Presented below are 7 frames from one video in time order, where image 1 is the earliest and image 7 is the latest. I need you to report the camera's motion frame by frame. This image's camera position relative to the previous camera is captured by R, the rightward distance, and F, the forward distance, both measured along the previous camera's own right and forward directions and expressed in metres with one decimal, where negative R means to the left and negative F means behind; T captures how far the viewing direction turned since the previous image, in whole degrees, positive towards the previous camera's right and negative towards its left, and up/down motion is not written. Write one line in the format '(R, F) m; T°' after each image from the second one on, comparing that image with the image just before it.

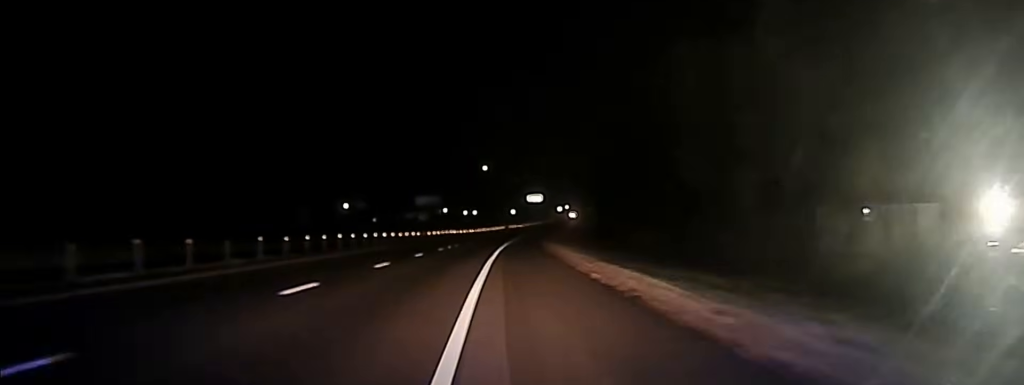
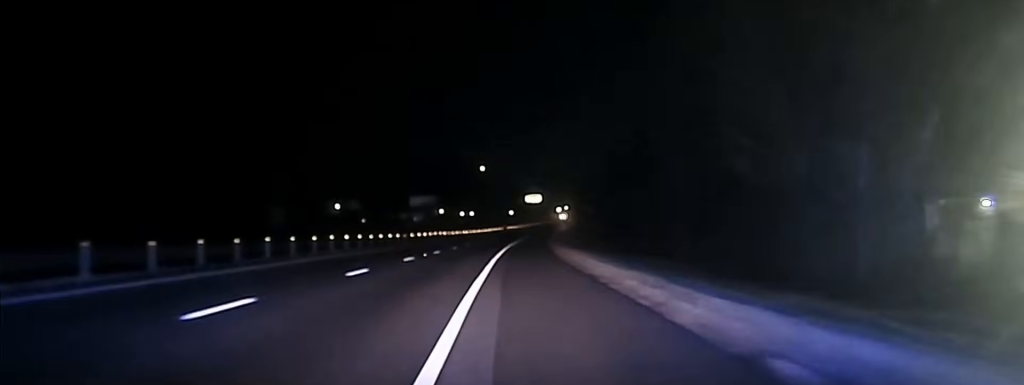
(0.0, +17.0) m; 0°
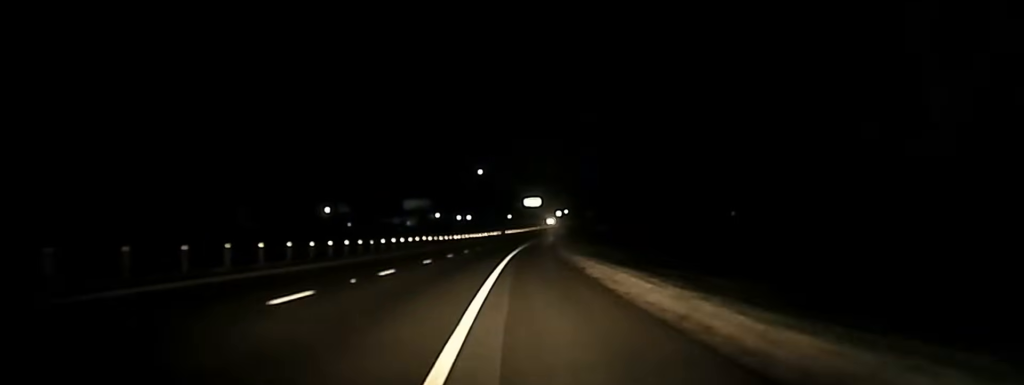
(-0.1, +20.8) m; 0°
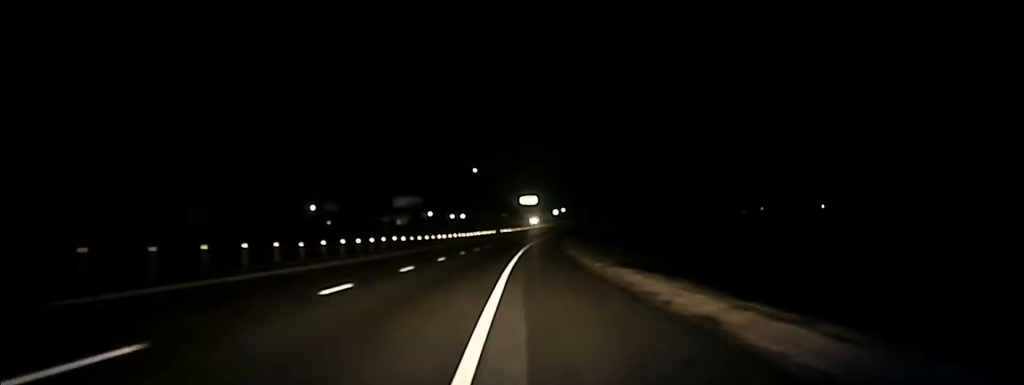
(+0.3, +22.5) m; +2°
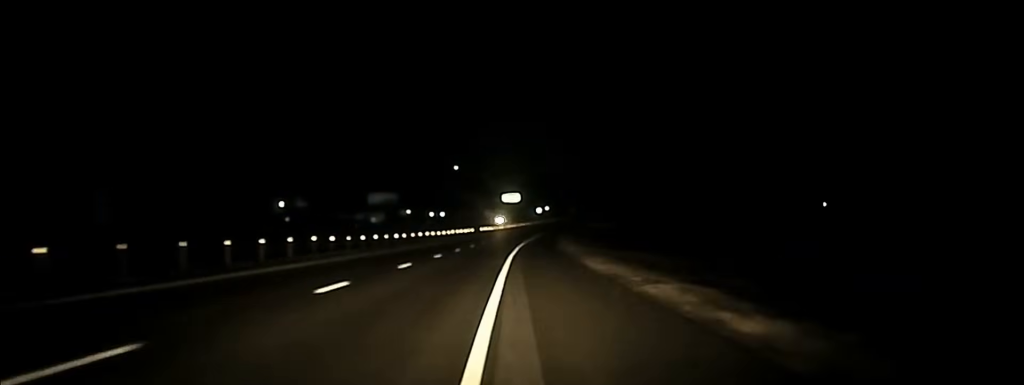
(+0.2, +24.9) m; 0°
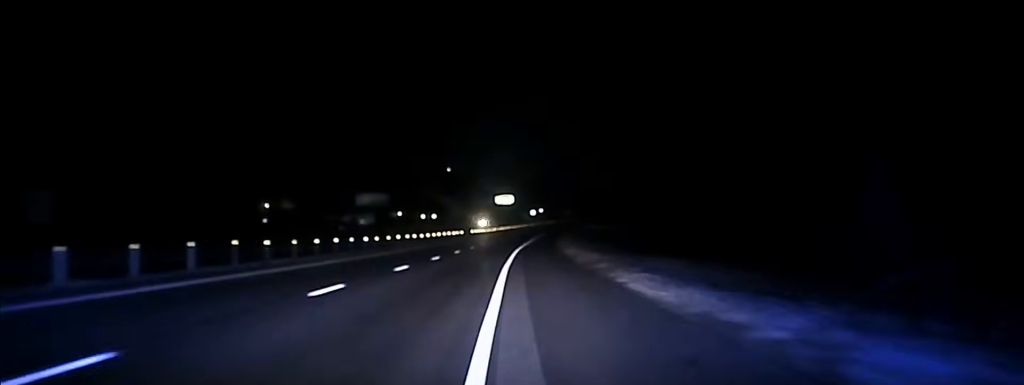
(-0.2, +13.2) m; 0°
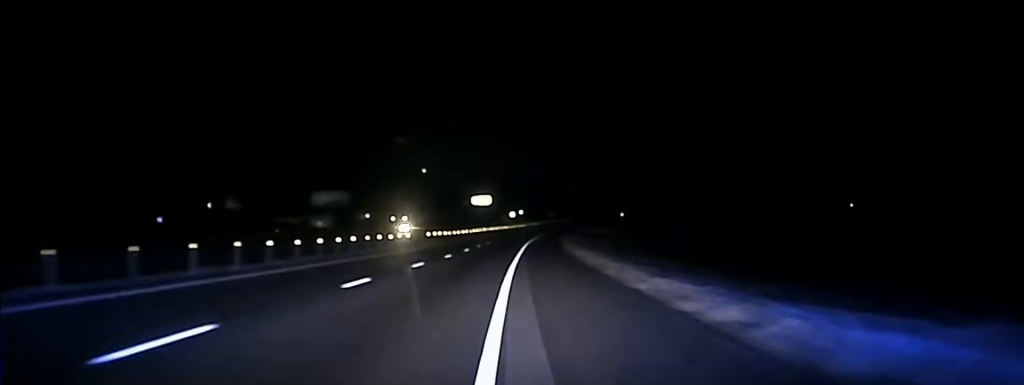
(+1.0, +47.4) m; +2°
